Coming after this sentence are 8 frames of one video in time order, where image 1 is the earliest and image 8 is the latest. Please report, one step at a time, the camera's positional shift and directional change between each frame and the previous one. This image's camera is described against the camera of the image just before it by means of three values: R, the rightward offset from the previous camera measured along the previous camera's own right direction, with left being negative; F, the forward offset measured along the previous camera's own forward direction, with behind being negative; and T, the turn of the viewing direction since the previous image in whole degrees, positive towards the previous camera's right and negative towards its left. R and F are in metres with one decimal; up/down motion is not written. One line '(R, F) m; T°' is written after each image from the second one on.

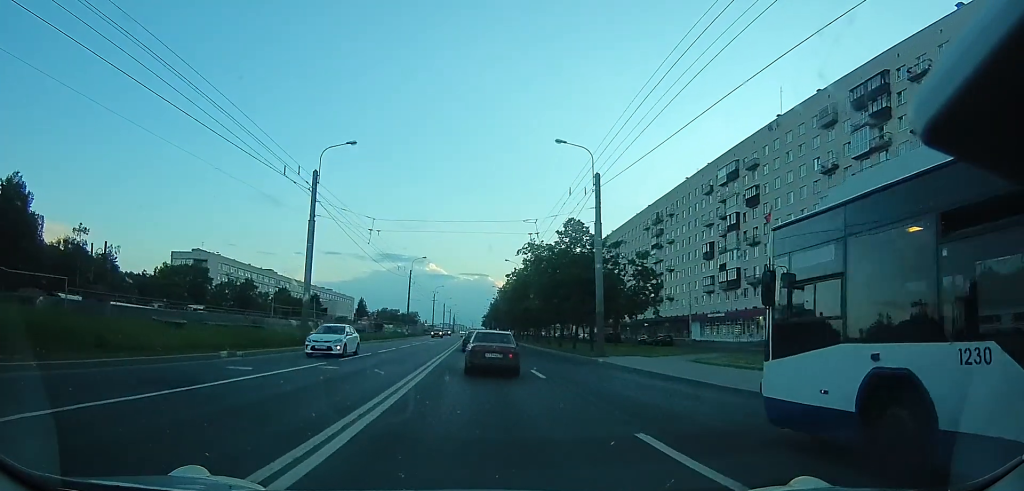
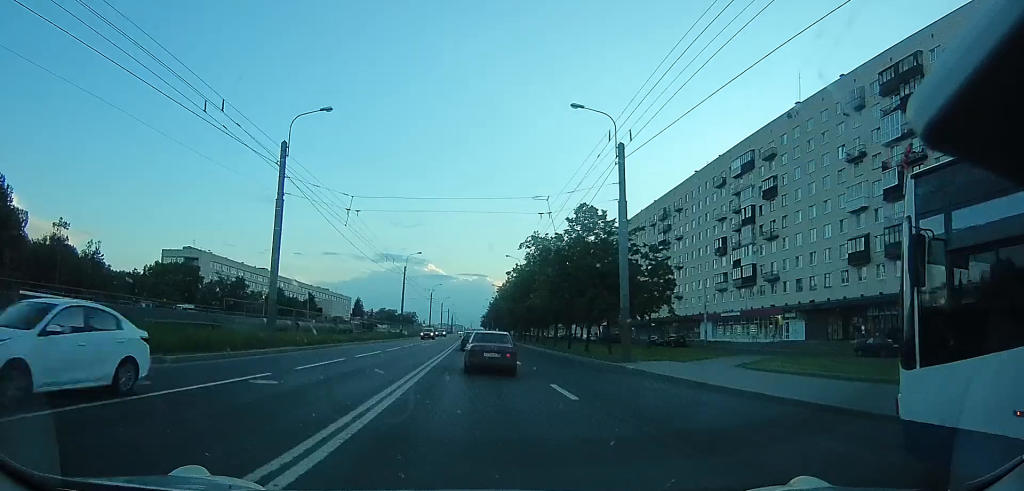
(0.0, +4.6) m; 0°
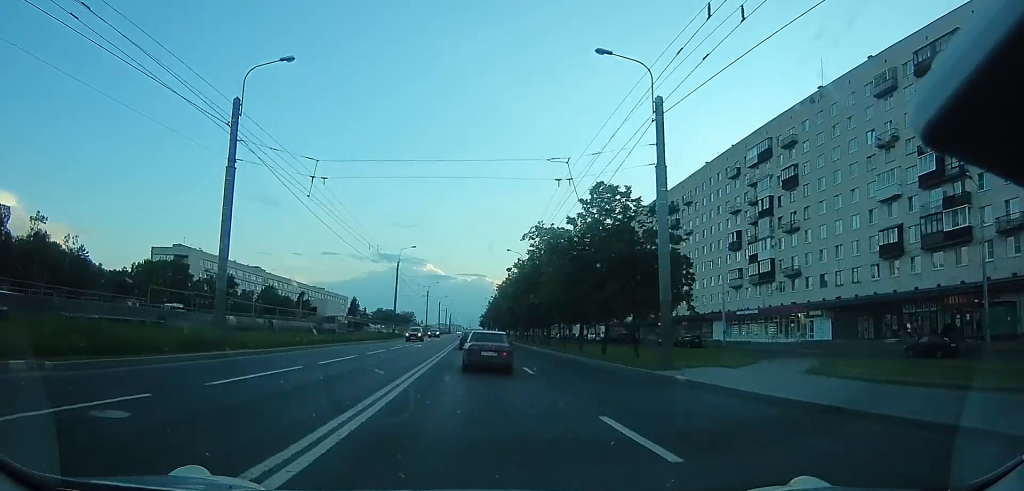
(0.0, +5.0) m; 0°
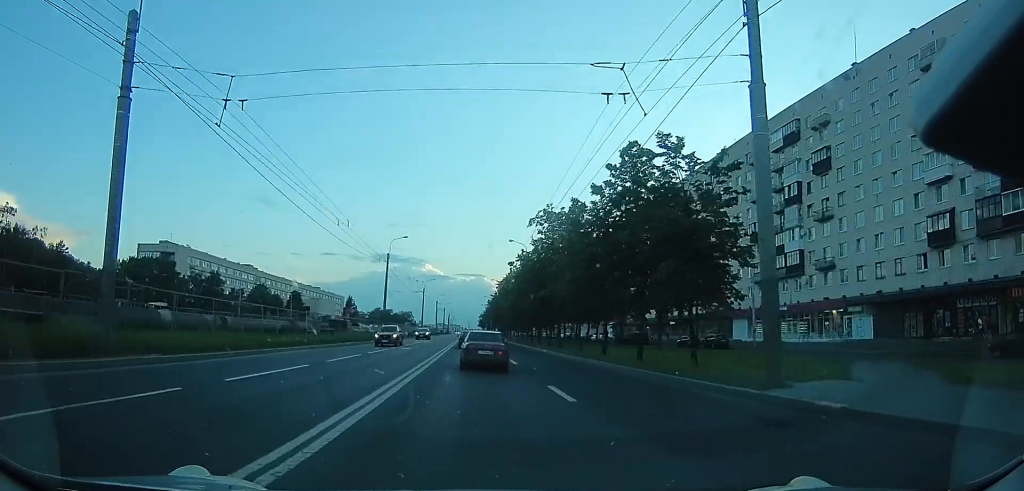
(0.0, +6.5) m; 0°
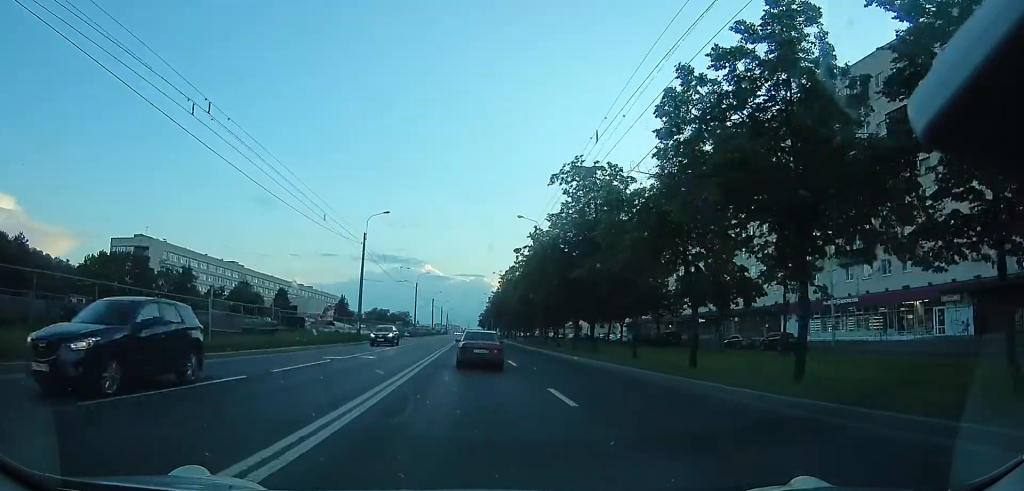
(0.0, +12.2) m; 0°
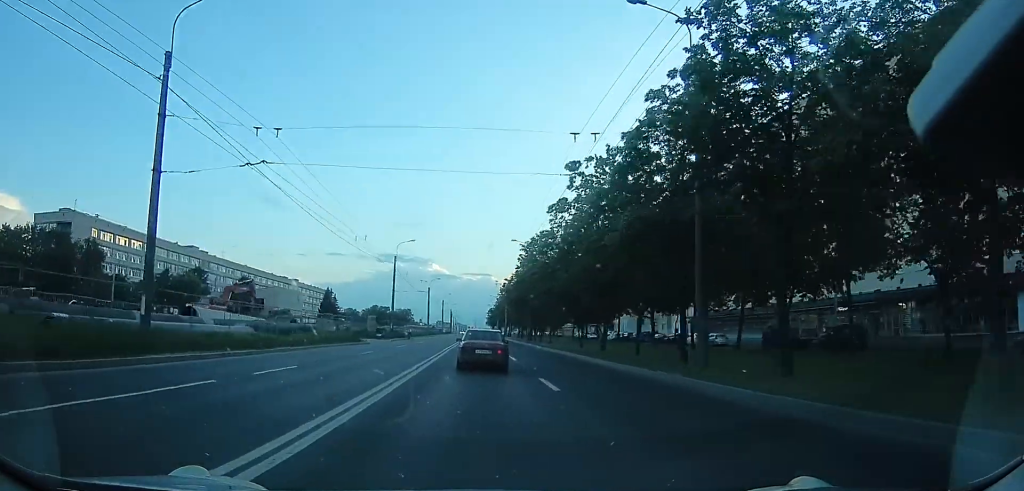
(0.0, +31.4) m; 0°
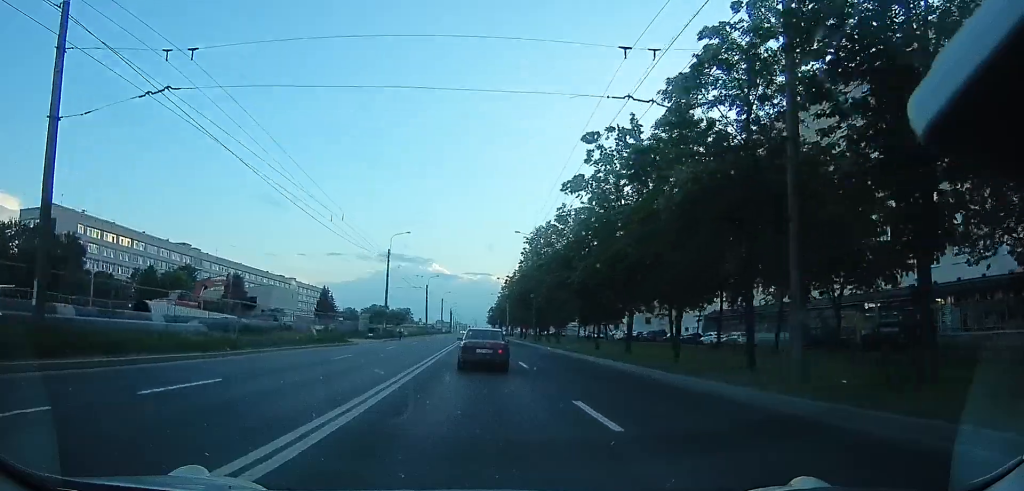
(0.0, +4.8) m; 0°
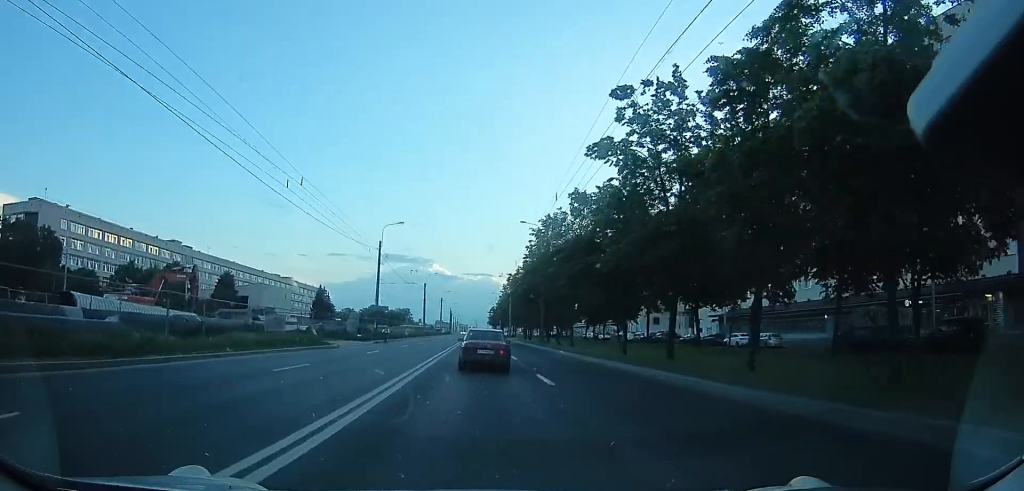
(0.0, +5.7) m; 0°
